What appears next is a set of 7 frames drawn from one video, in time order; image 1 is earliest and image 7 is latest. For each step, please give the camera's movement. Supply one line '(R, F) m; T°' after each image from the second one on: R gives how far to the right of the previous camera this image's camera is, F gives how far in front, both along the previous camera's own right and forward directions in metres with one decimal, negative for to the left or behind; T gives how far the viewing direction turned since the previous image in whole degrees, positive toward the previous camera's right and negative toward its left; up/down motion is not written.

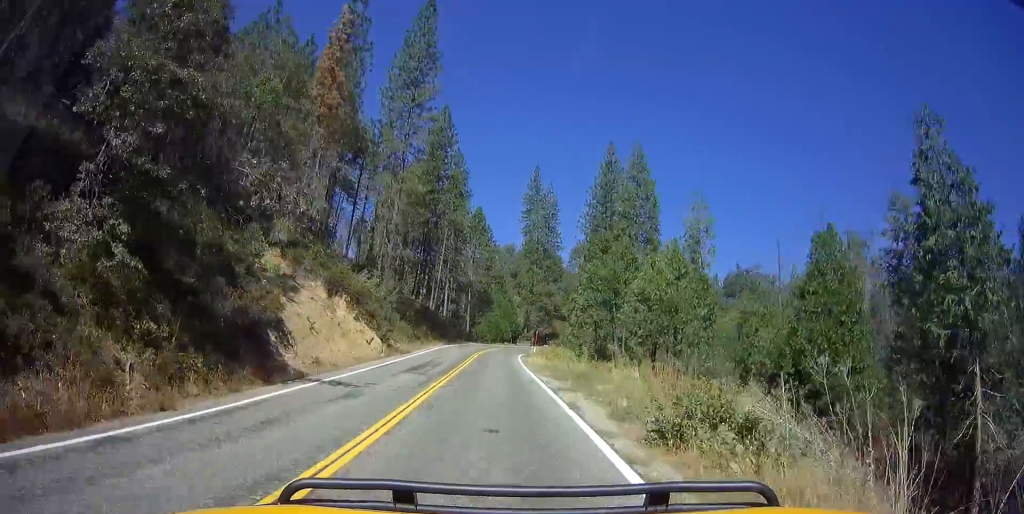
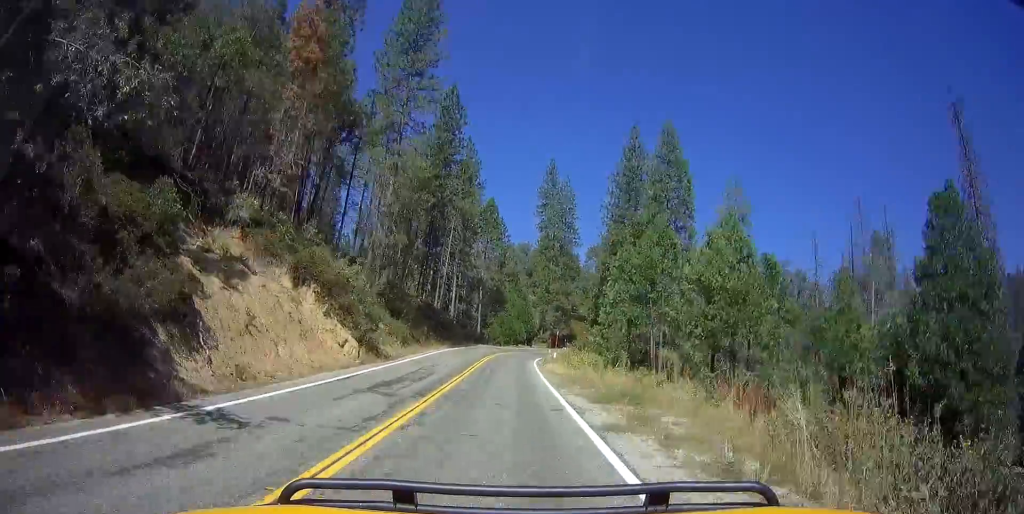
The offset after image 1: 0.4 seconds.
(+0.1, +7.2) m; 0°
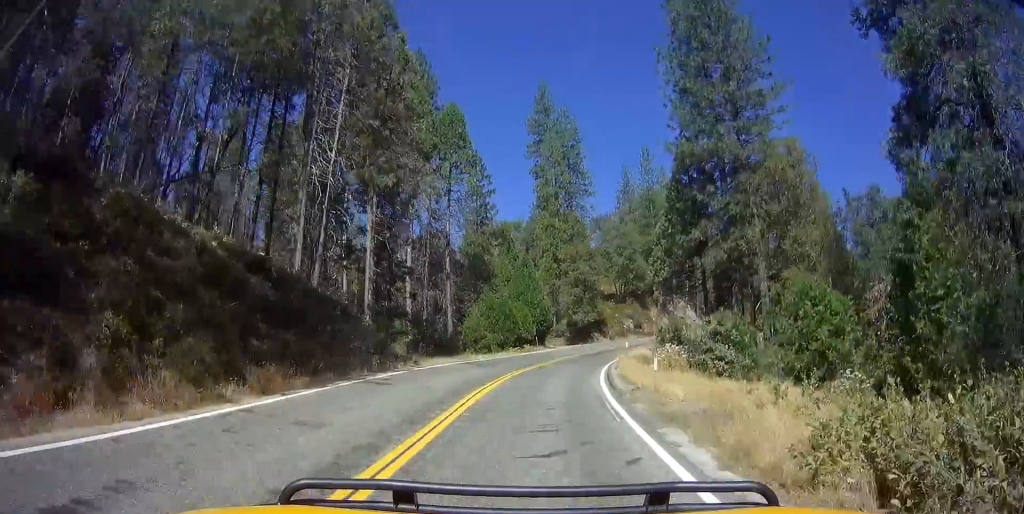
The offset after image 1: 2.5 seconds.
(+1.3, +37.4) m; +8°
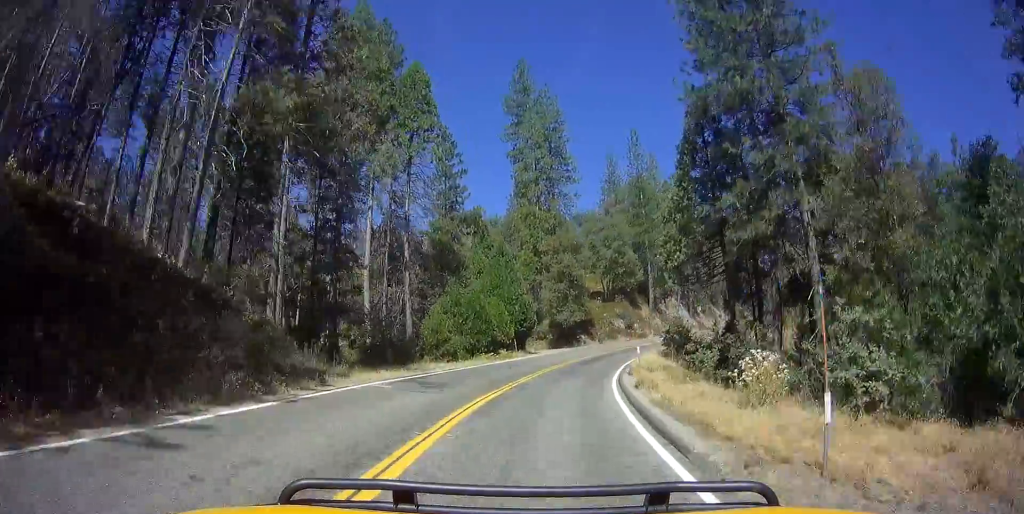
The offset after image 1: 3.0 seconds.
(+0.3, +8.9) m; +3°
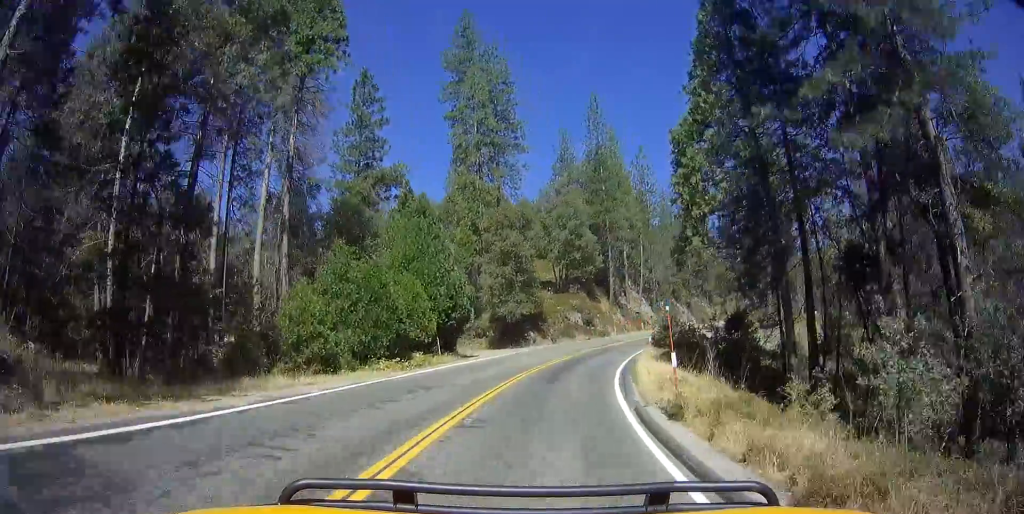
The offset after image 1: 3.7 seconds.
(+0.4, +13.2) m; +3°
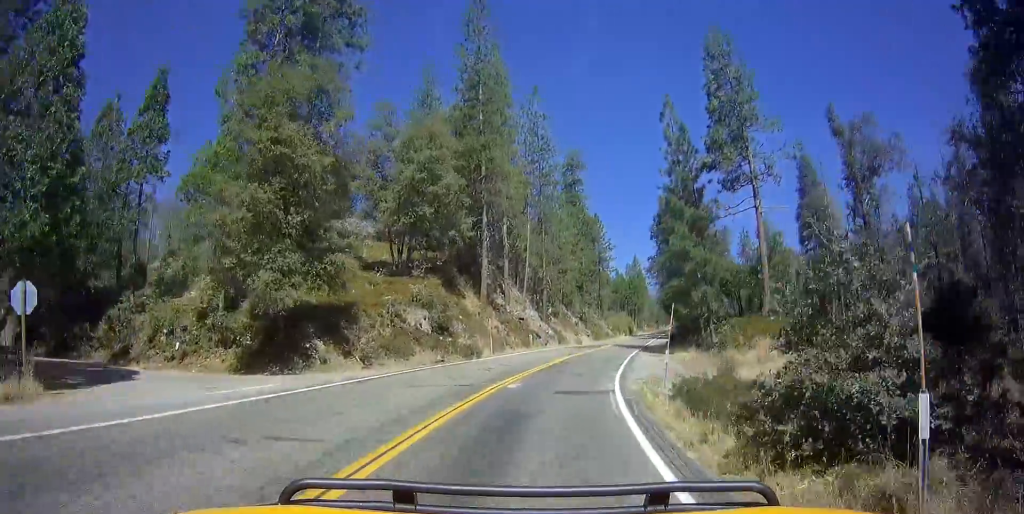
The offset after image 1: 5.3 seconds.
(+2.9, +27.3) m; +11°
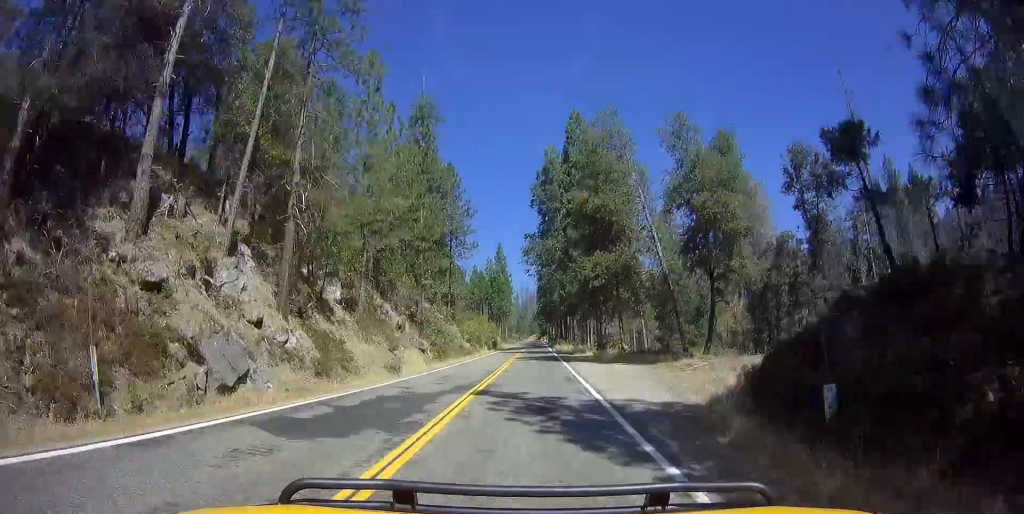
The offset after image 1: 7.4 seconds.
(+1.6, +36.9) m; +4°
